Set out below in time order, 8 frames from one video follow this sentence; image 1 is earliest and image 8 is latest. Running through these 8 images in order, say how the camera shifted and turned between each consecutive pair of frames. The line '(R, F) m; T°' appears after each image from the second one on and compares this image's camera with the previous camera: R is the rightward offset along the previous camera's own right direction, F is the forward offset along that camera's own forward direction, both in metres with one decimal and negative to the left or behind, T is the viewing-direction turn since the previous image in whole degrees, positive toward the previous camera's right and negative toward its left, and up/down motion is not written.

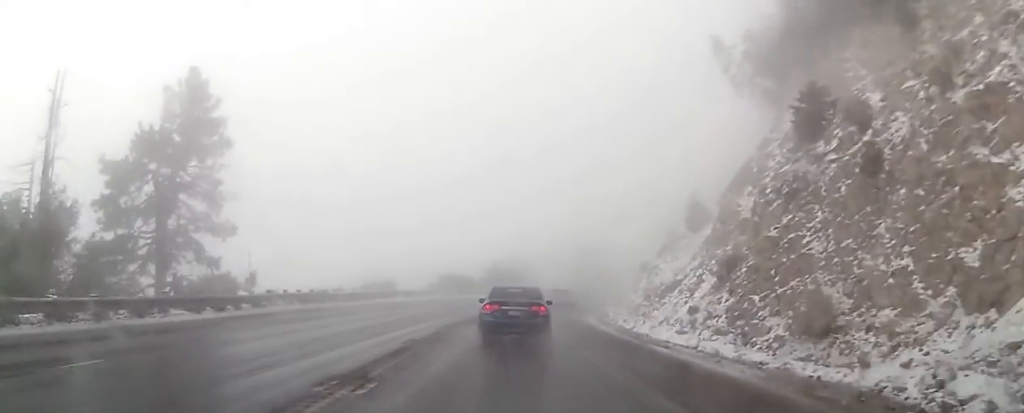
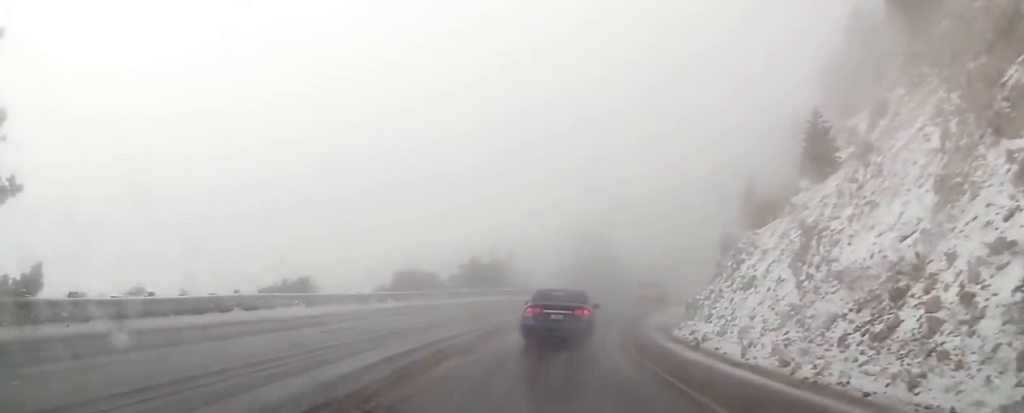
(0.0, +20.6) m; 0°
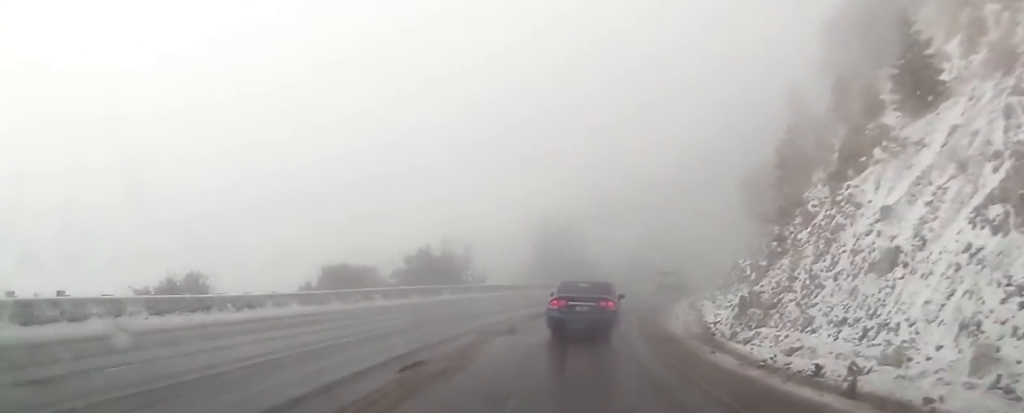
(0.0, +8.8) m; +1°
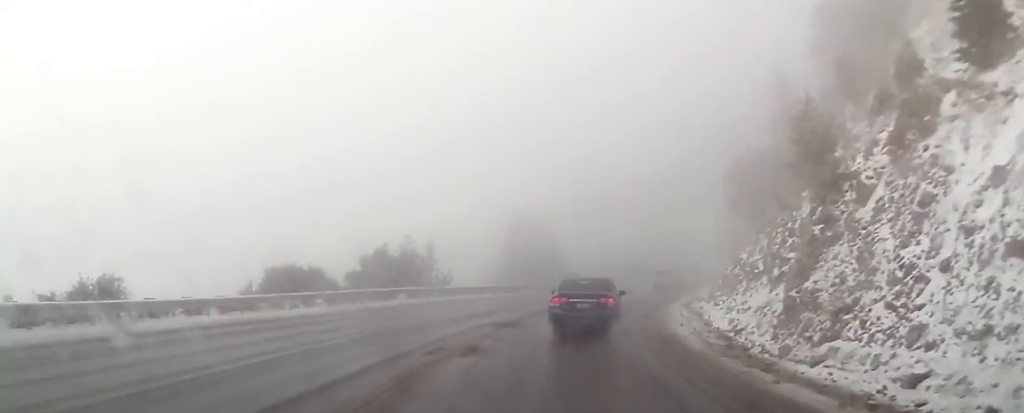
(0.0, +4.0) m; +1°
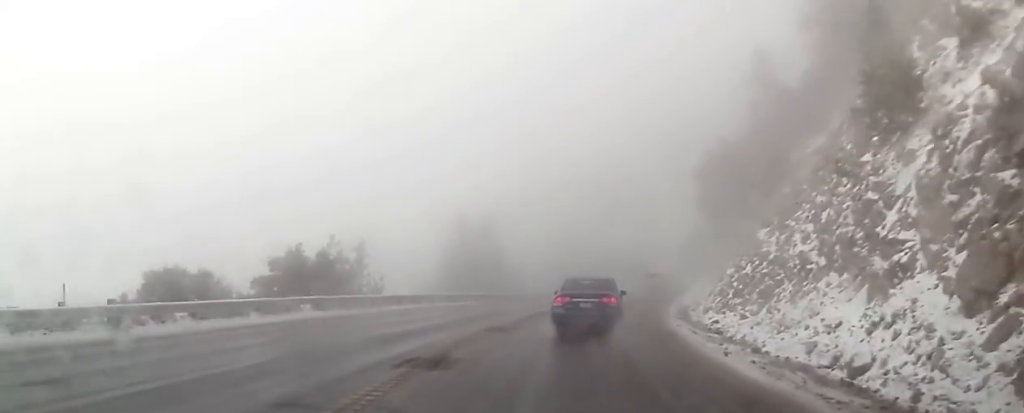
(+0.1, +6.6) m; +1°
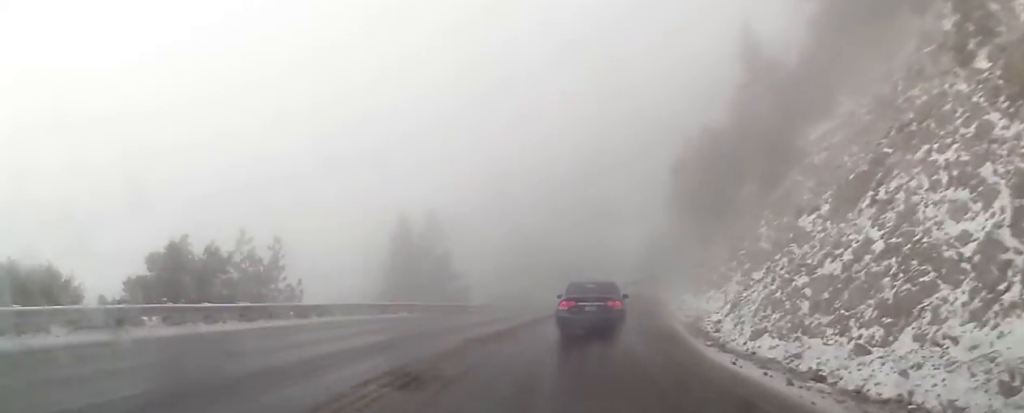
(0.0, +6.7) m; 0°
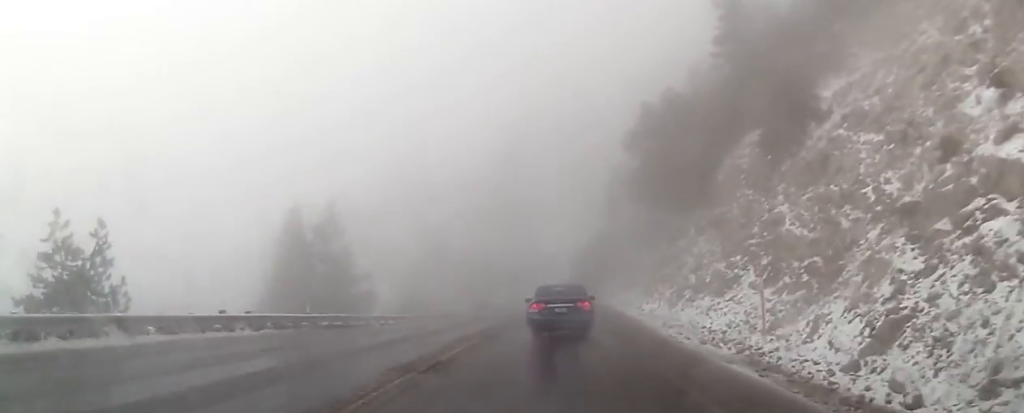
(0.0, +9.1) m; 0°
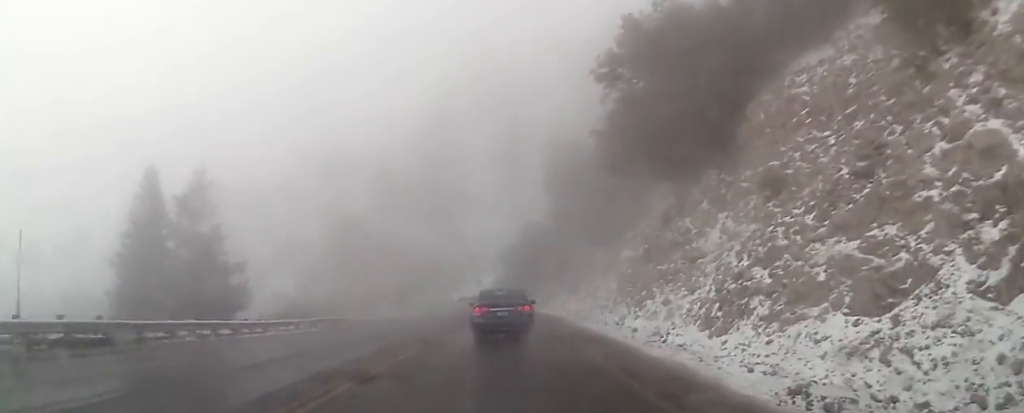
(+0.2, +10.0) m; +3°
